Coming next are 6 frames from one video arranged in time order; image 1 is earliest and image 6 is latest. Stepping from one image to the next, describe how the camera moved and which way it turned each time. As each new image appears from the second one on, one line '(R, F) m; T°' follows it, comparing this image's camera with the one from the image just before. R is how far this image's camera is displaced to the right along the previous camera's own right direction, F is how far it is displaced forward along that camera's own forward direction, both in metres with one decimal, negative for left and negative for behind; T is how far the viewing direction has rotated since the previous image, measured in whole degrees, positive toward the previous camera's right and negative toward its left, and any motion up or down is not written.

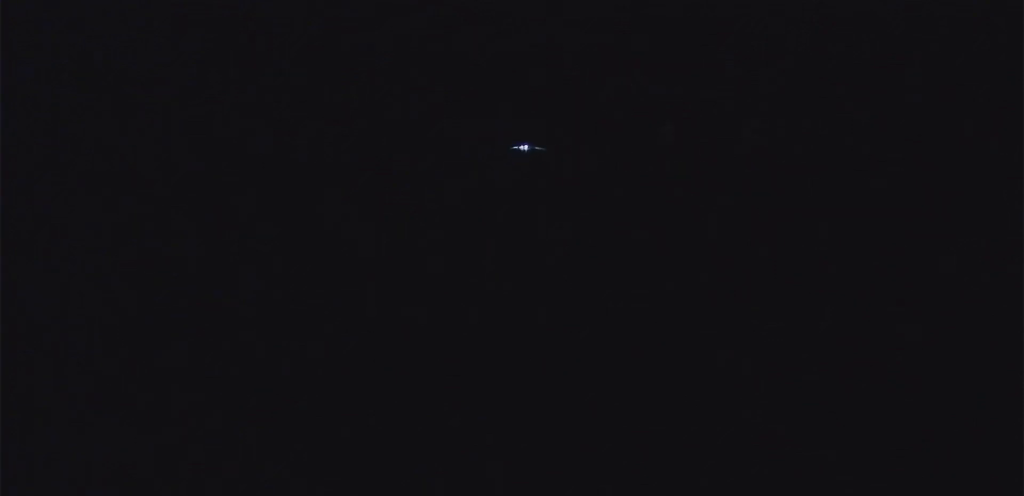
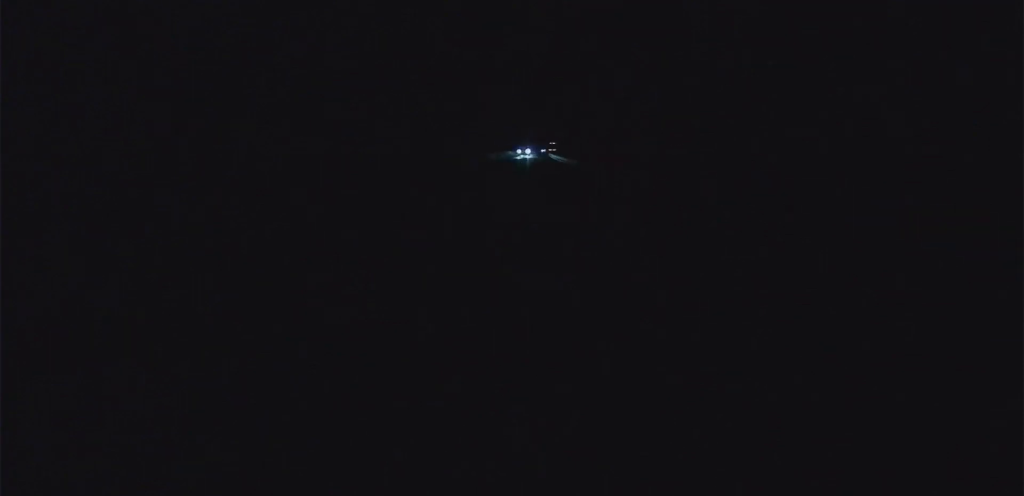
(-16.0, +434.2) m; -6°
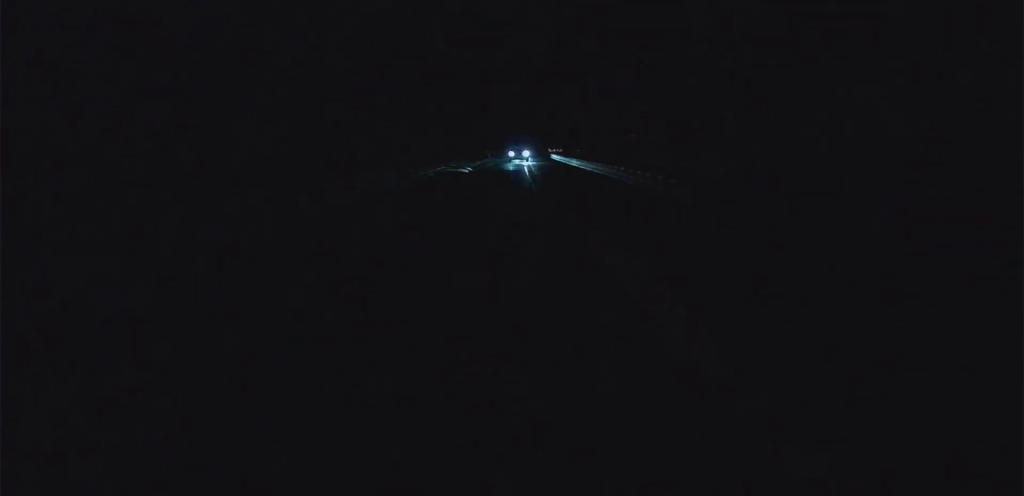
(-9.2, +230.6) m; -4°
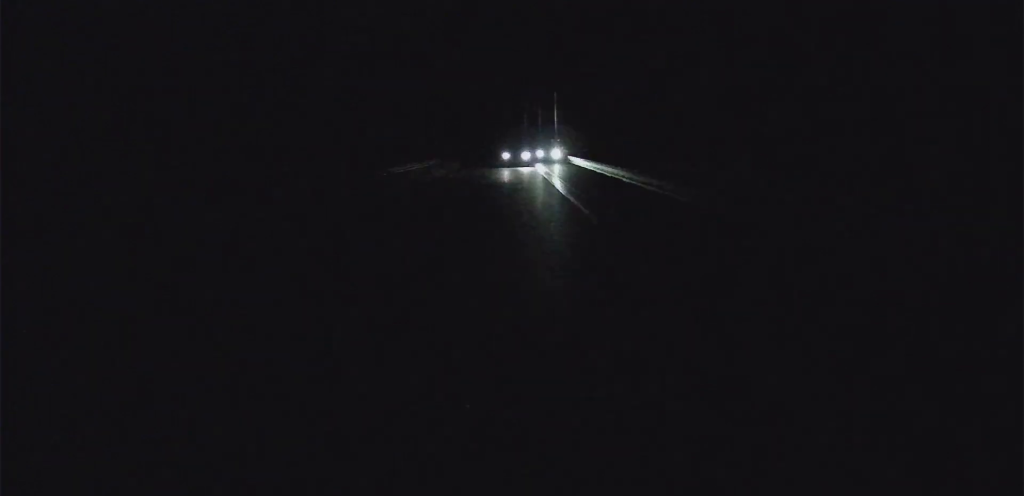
(-2.3, +124.4) m; -2°
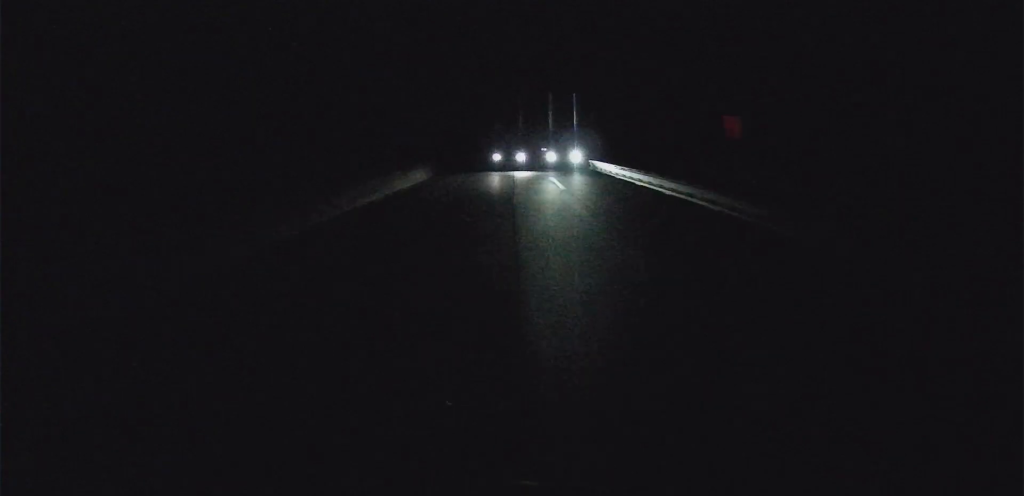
(-0.9, +85.5) m; -1°
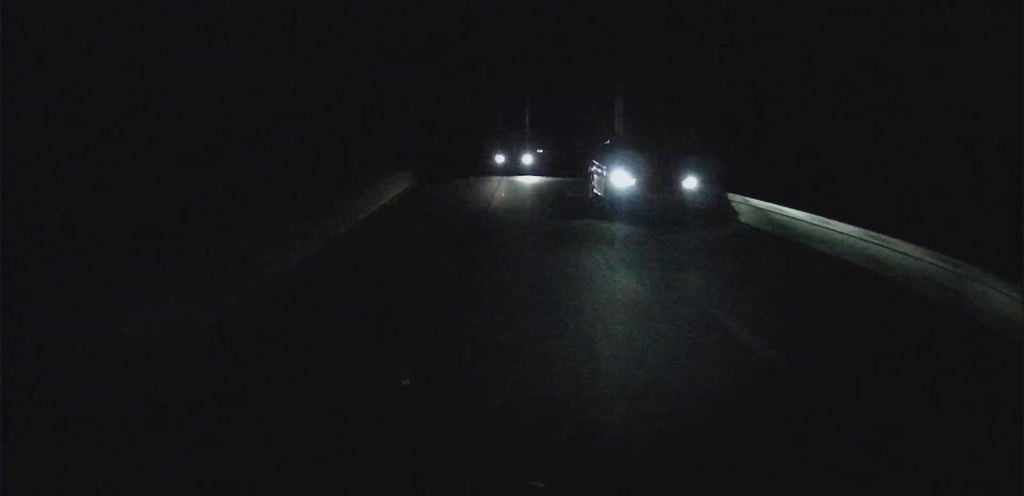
(-1.3, +114.3) m; -1°
